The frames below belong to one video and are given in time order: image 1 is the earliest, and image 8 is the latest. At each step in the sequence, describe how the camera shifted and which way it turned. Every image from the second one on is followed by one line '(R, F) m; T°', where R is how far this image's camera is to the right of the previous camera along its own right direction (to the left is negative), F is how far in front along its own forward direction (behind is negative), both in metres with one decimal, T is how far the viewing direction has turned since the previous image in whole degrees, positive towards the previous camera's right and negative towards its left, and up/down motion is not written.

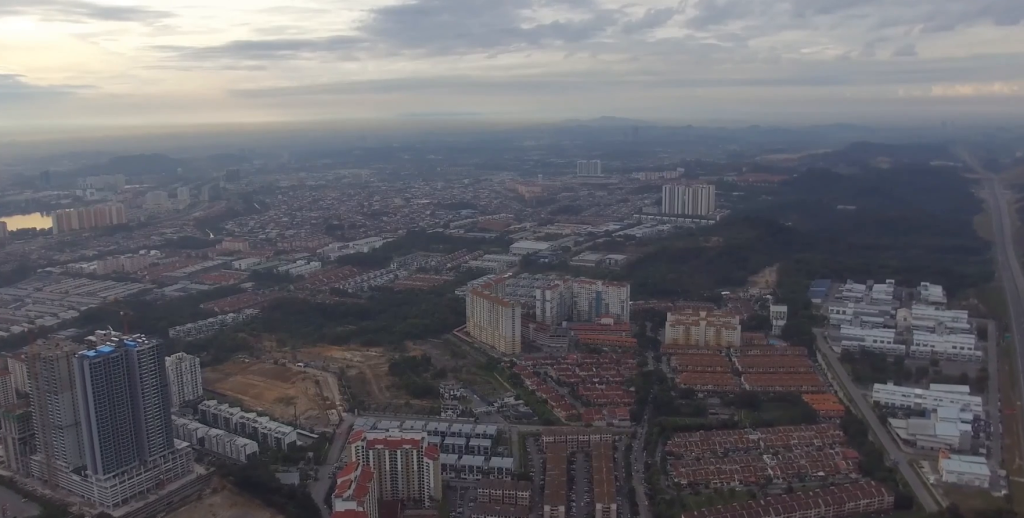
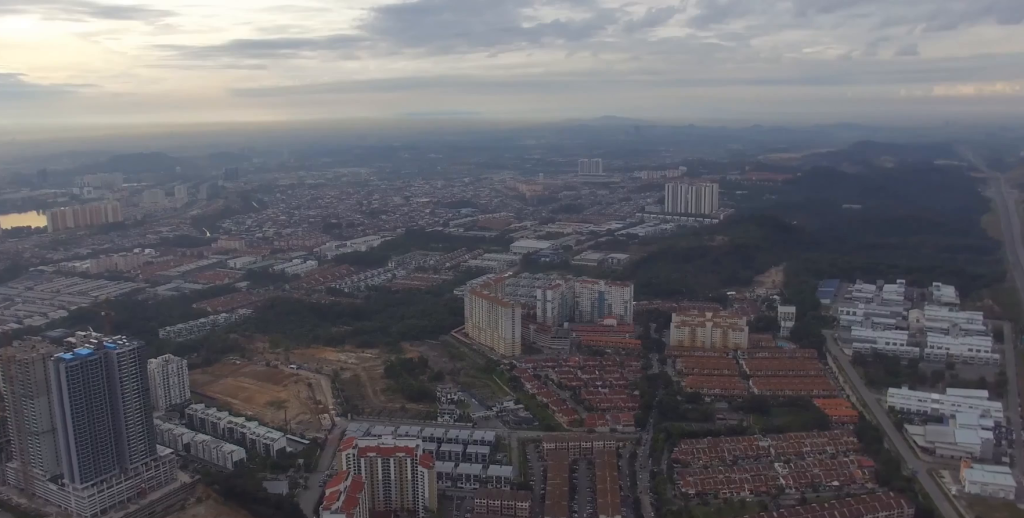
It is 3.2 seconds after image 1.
(0.0, +32.8) m; 0°
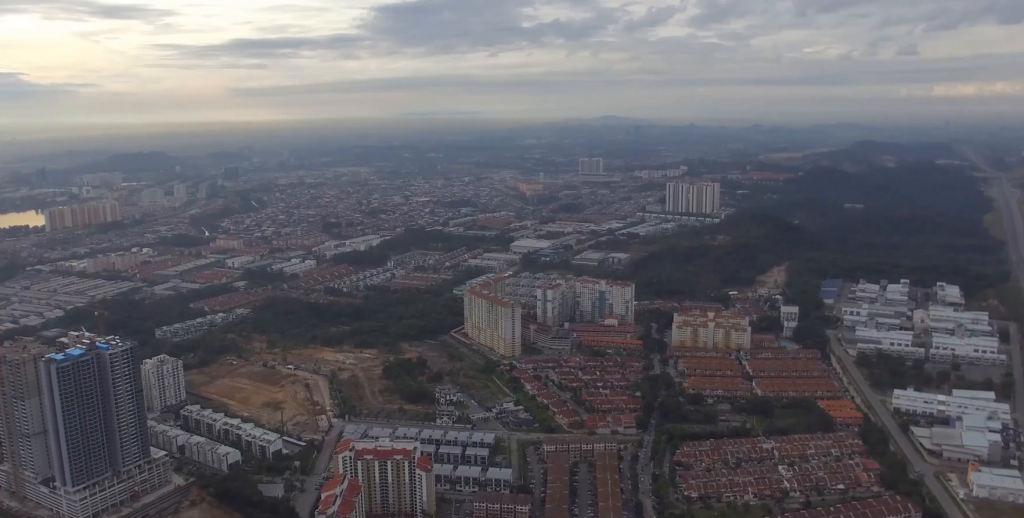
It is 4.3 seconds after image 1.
(0.0, +10.9) m; 0°
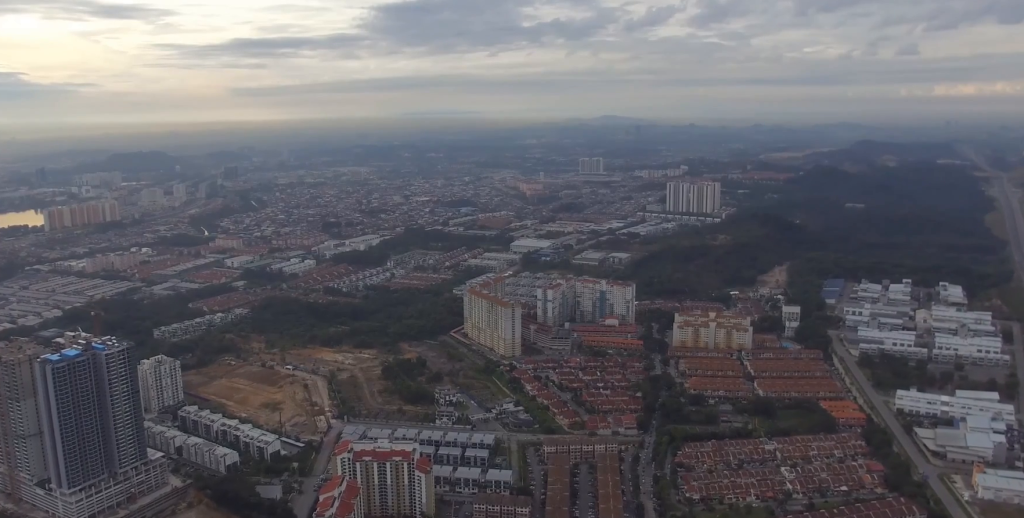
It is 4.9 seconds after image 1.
(0.0, +5.7) m; 0°
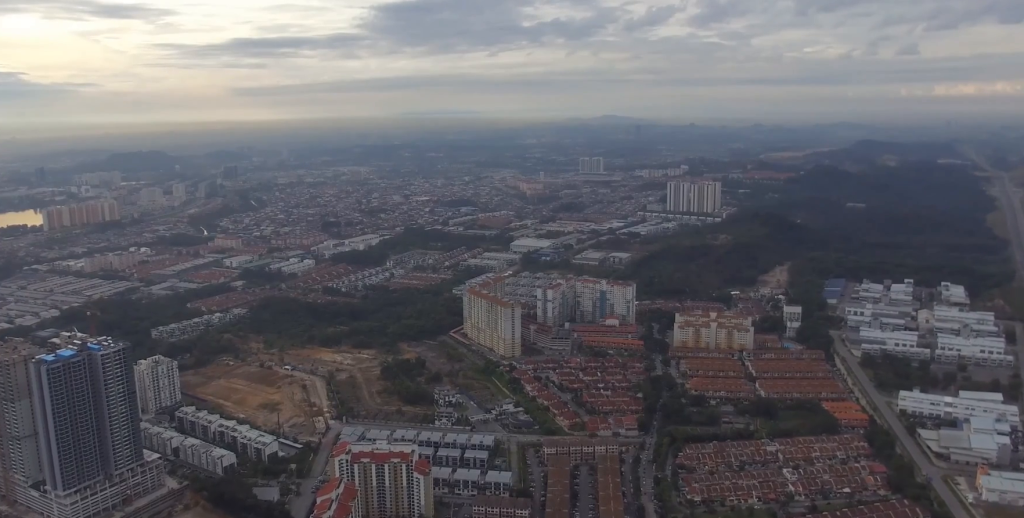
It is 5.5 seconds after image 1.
(0.0, +6.1) m; 0°
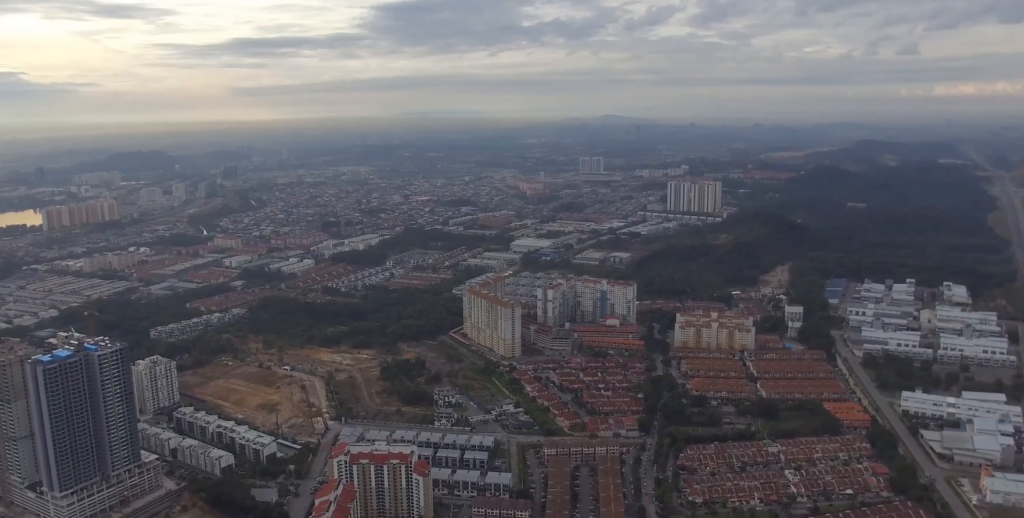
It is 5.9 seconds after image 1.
(0.0, +4.5) m; 0°
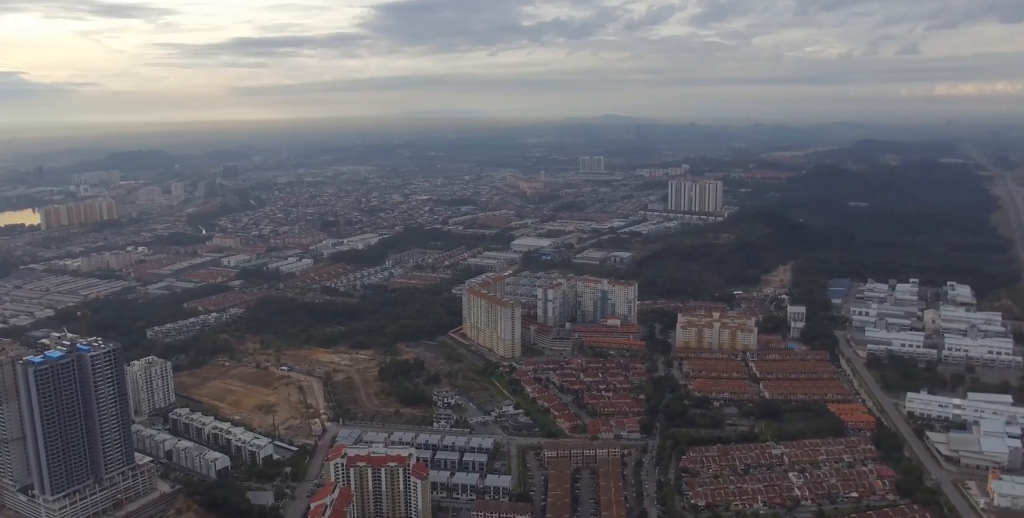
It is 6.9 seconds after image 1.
(0.0, +10.2) m; 0°
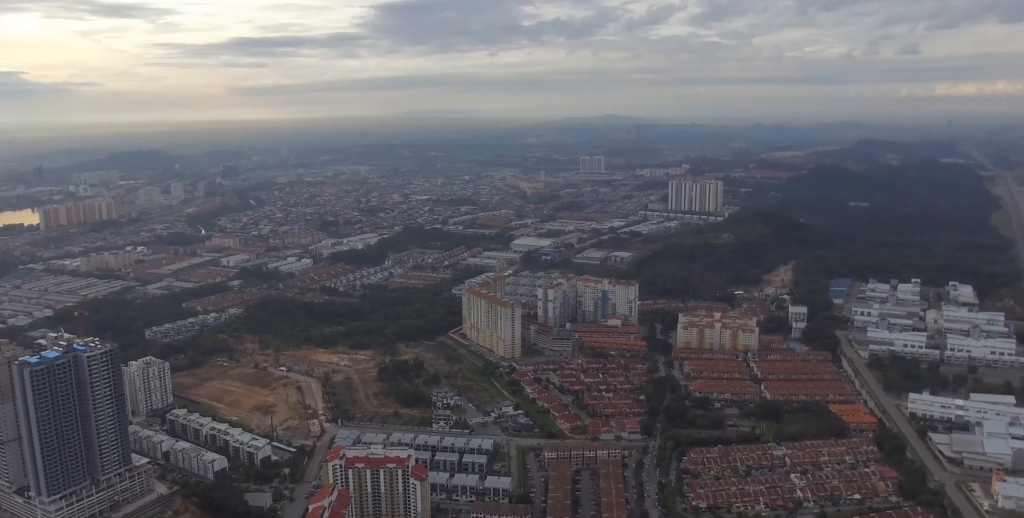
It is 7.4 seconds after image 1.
(0.0, +4.5) m; 0°
